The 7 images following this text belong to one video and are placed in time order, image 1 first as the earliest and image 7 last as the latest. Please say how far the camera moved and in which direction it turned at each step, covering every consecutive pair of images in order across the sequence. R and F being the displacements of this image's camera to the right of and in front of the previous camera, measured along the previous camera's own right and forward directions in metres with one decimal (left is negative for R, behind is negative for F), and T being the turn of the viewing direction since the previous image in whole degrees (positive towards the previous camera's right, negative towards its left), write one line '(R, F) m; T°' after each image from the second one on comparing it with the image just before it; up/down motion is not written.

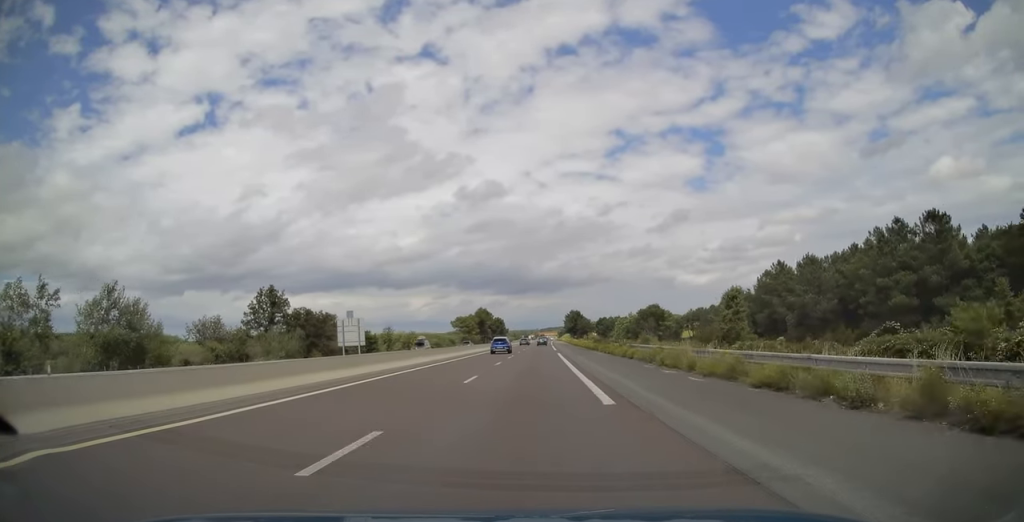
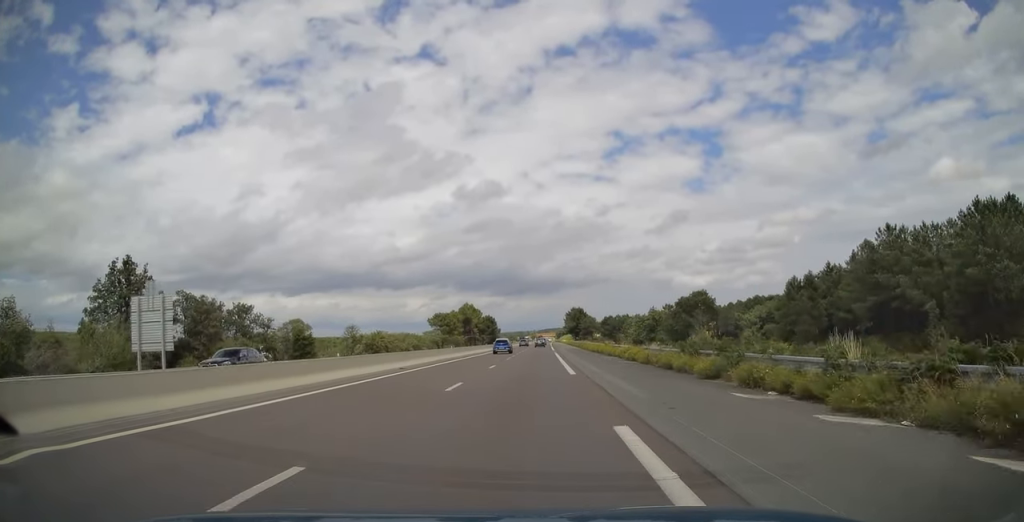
(+0.2, +41.7) m; 0°
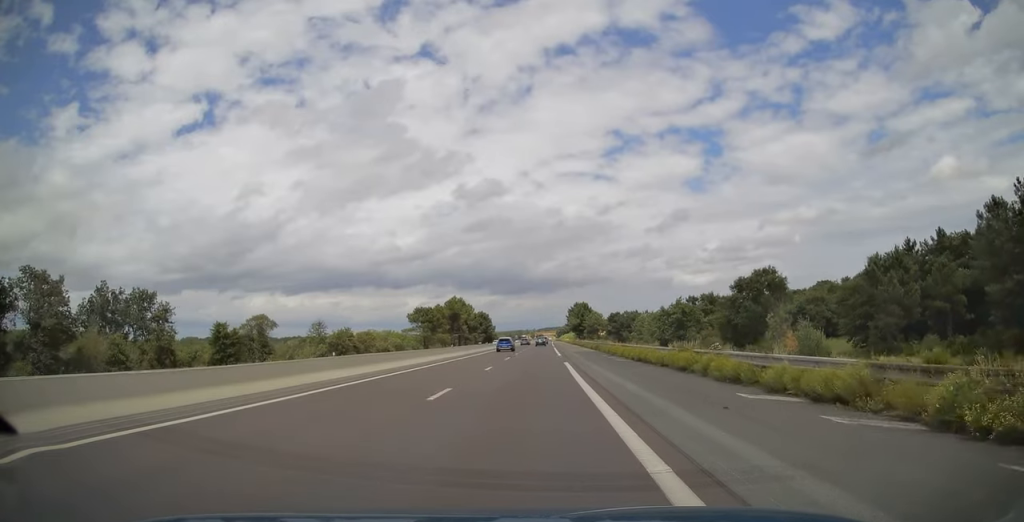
(0.0, +28.8) m; 0°
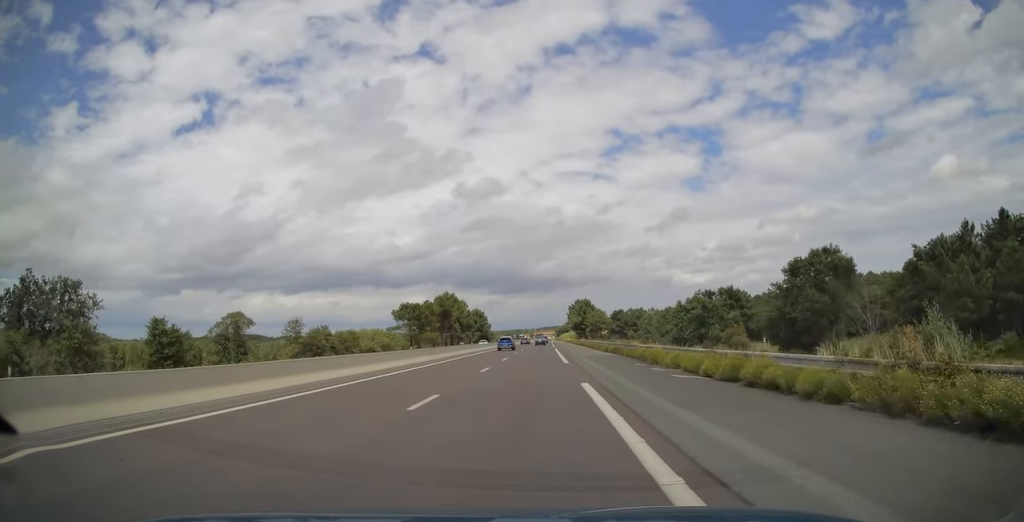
(-0.1, +15.2) m; 0°
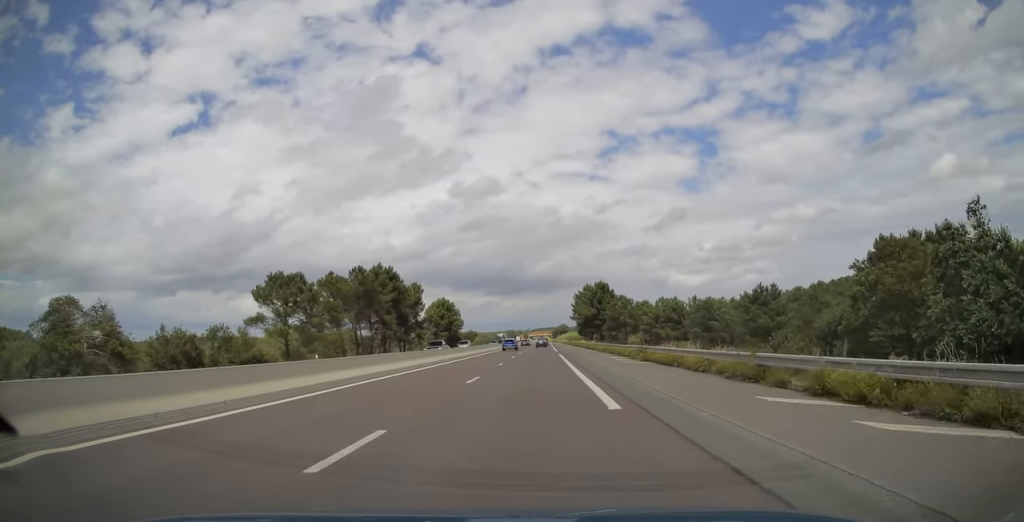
(+0.2, +71.1) m; 0°
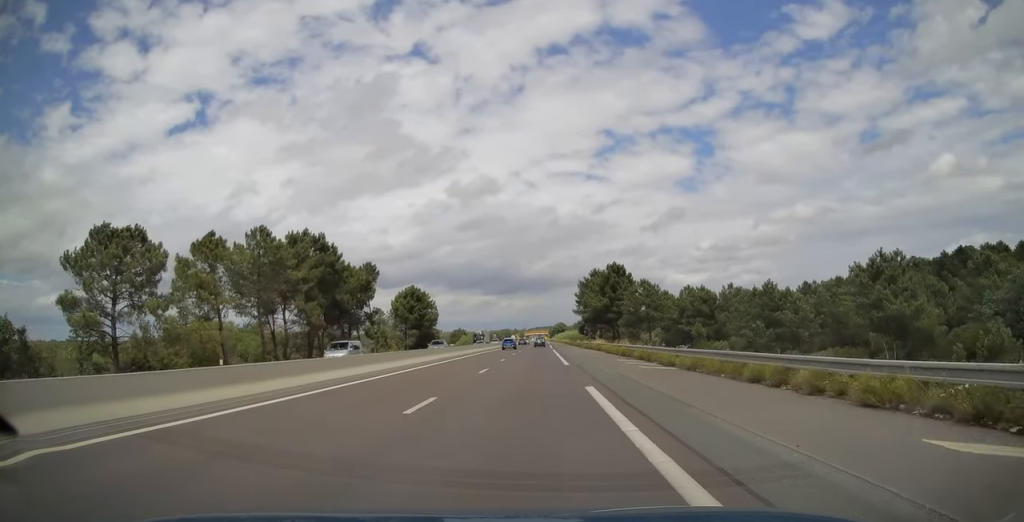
(+0.3, +34.2) m; 0°
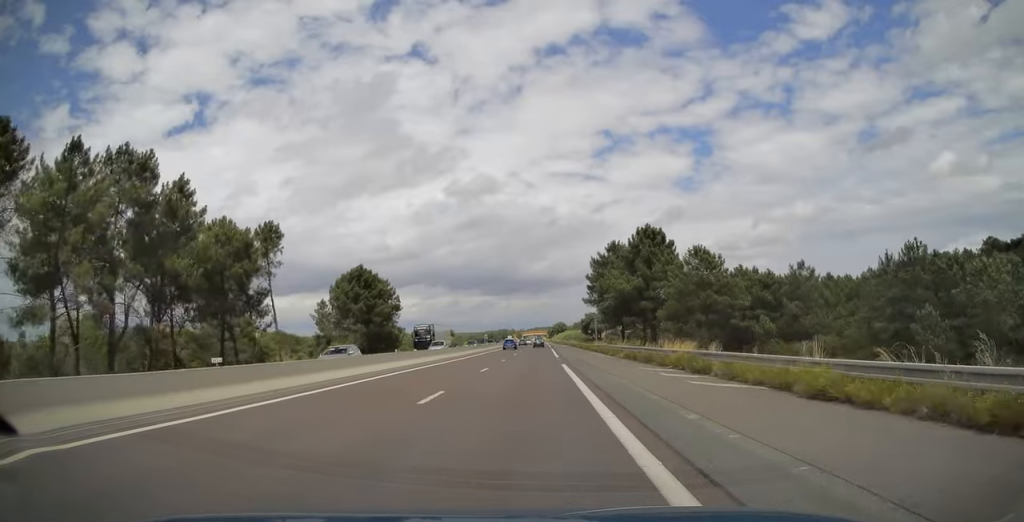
(0.0, +37.5) m; 0°
